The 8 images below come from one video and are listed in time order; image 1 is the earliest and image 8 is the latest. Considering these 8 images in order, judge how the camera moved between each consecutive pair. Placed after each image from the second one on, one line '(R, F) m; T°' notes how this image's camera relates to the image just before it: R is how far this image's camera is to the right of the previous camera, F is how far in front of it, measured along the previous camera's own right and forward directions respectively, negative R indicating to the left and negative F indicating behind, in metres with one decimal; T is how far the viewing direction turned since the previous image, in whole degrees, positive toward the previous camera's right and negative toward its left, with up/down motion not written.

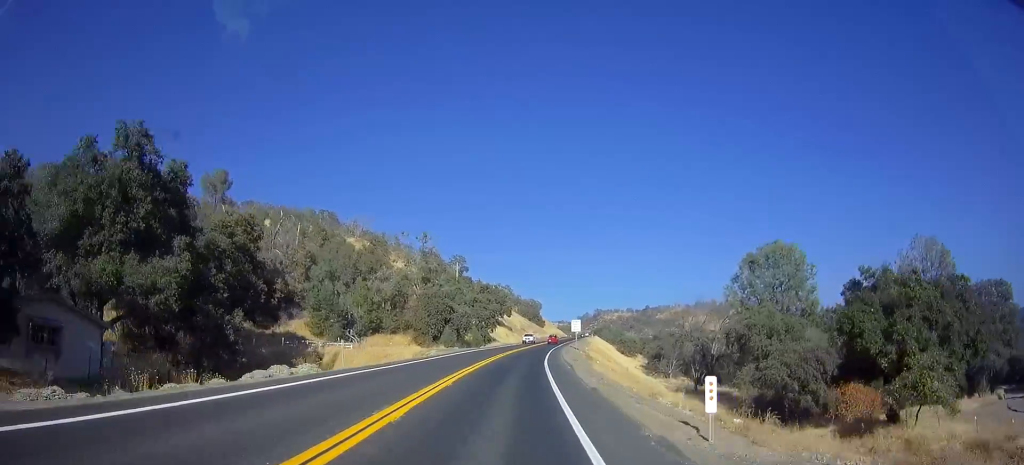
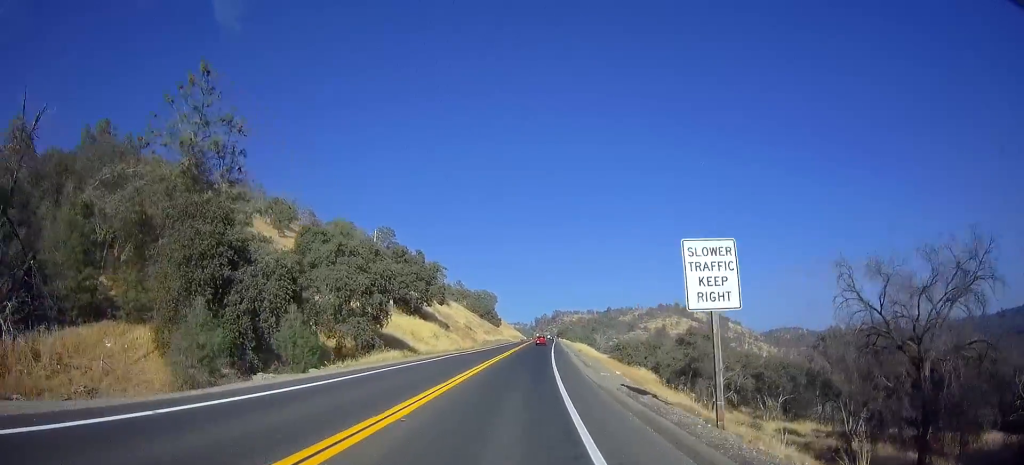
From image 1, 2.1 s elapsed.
(+4.1, +58.8) m; +10°
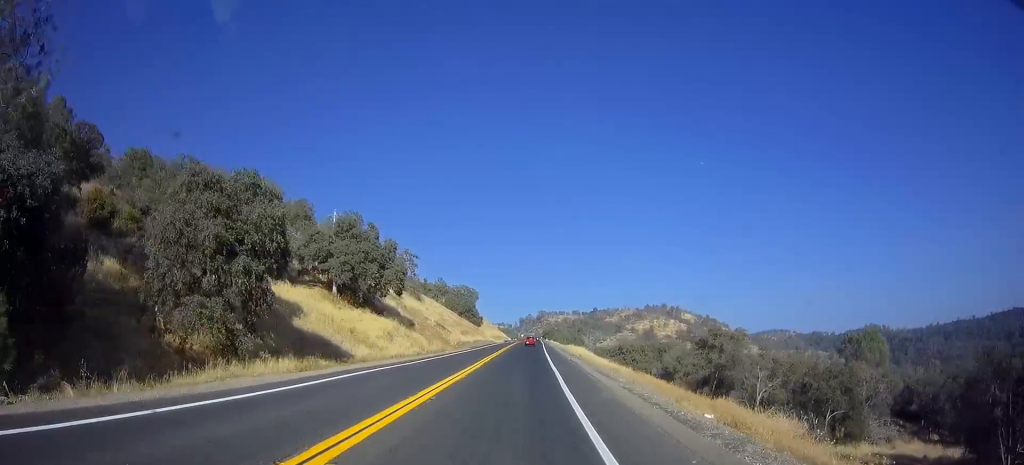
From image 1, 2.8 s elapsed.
(+0.7, +18.9) m; +2°
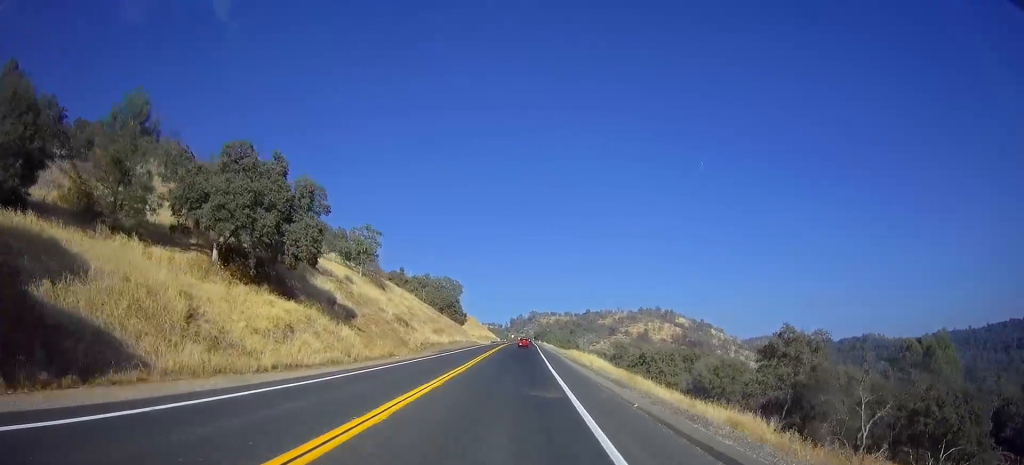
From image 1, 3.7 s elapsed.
(+0.4, +23.9) m; -1°
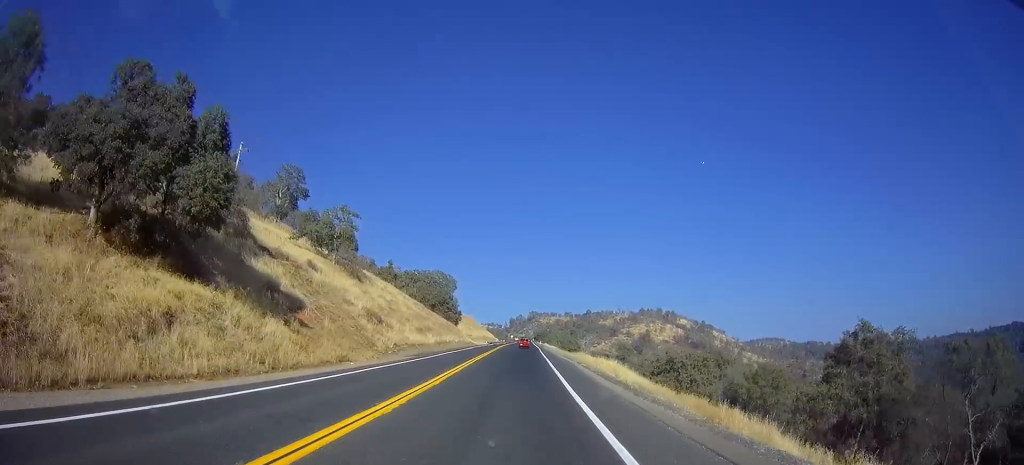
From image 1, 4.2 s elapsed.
(-0.5, +13.1) m; -1°
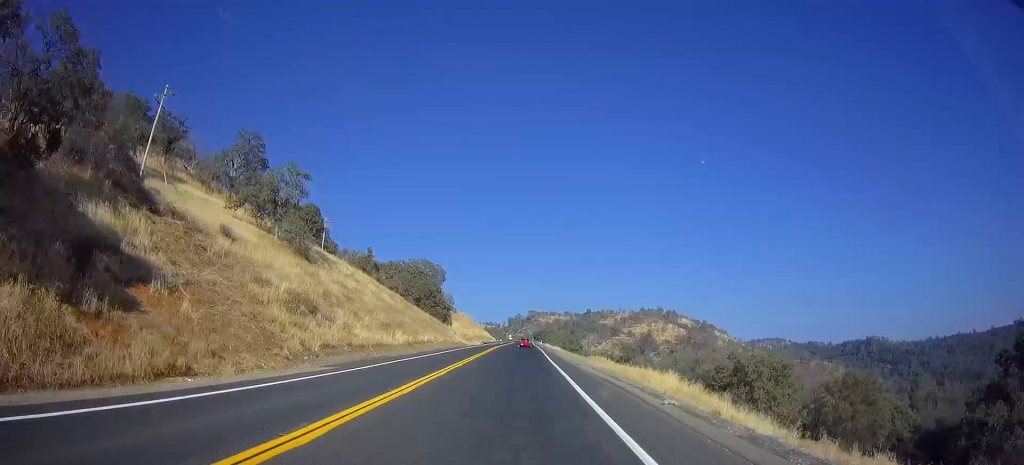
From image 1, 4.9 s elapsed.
(-0.3, +18.4) m; -1°
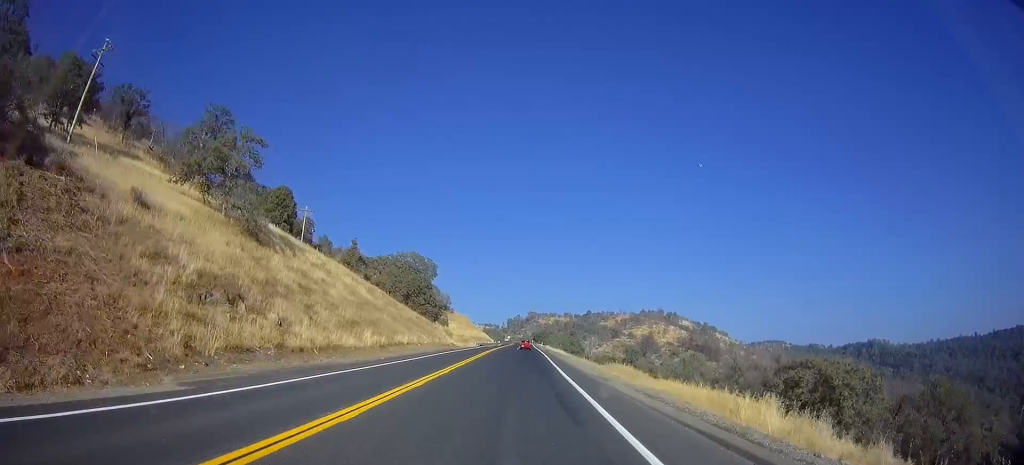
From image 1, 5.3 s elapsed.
(0.0, +11.4) m; 0°
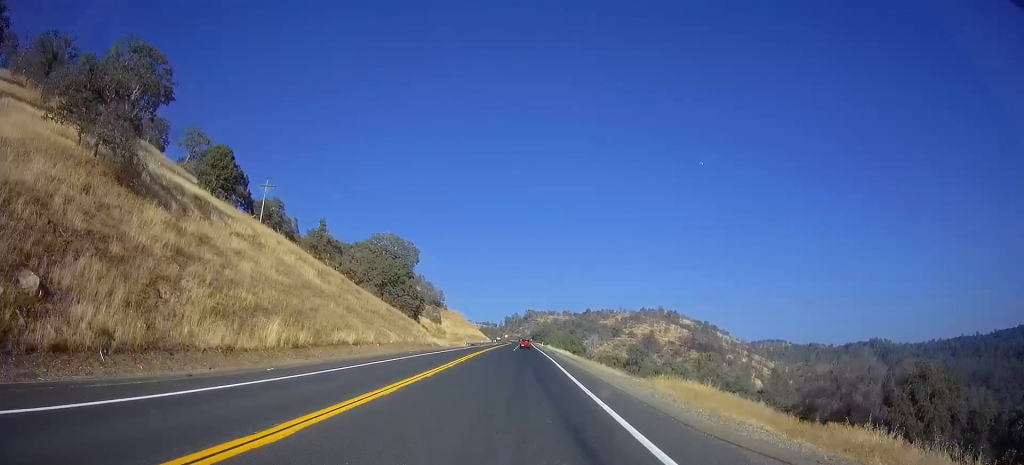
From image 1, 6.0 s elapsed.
(+0.1, +17.5) m; +1°
